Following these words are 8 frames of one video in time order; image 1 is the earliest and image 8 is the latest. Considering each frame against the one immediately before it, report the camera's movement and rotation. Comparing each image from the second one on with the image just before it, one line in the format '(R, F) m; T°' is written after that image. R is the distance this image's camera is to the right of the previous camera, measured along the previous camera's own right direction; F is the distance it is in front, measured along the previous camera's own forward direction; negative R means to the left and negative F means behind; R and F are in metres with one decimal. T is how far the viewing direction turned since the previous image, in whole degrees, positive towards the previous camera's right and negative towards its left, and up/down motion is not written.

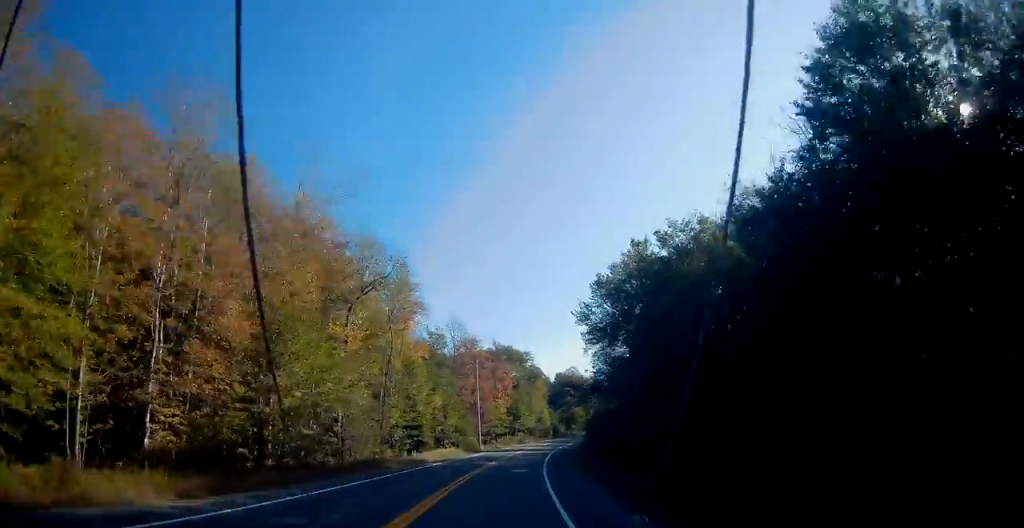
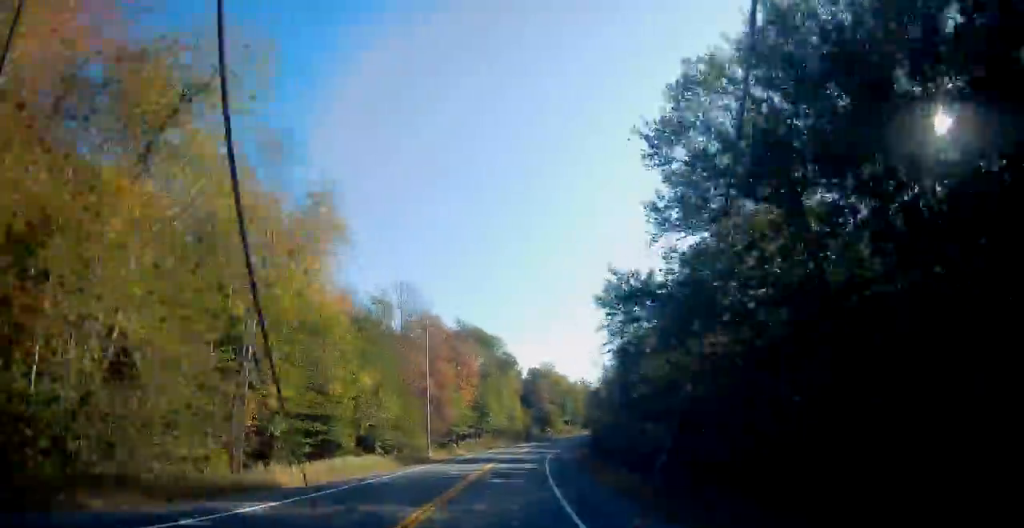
(+0.7, +25.6) m; +4°
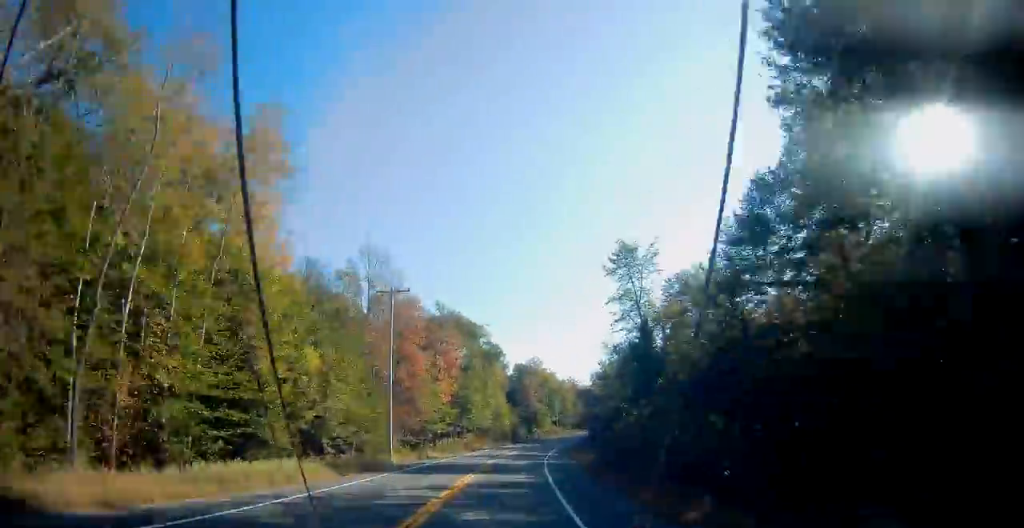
(+0.2, +11.1) m; +2°
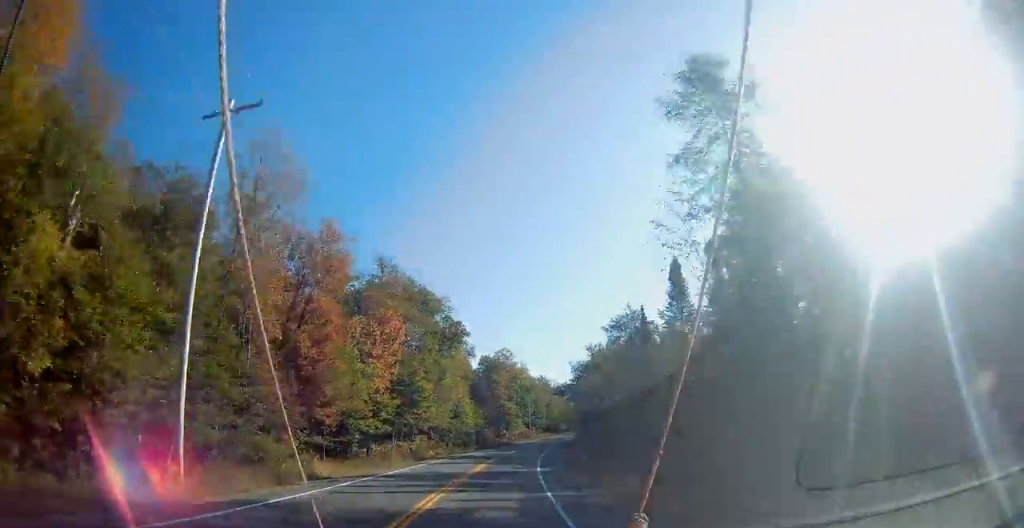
(+0.6, +23.0) m; +2°
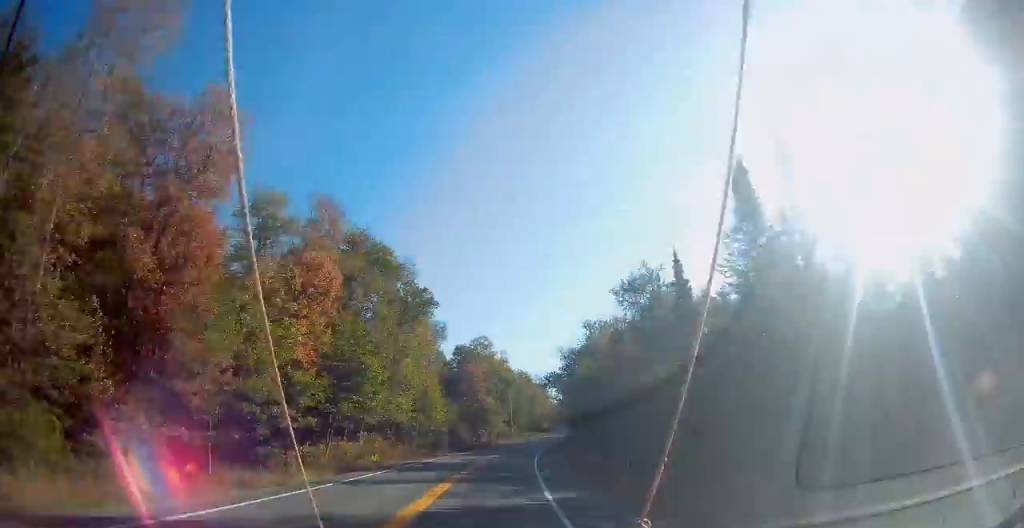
(+0.3, +17.0) m; +2°
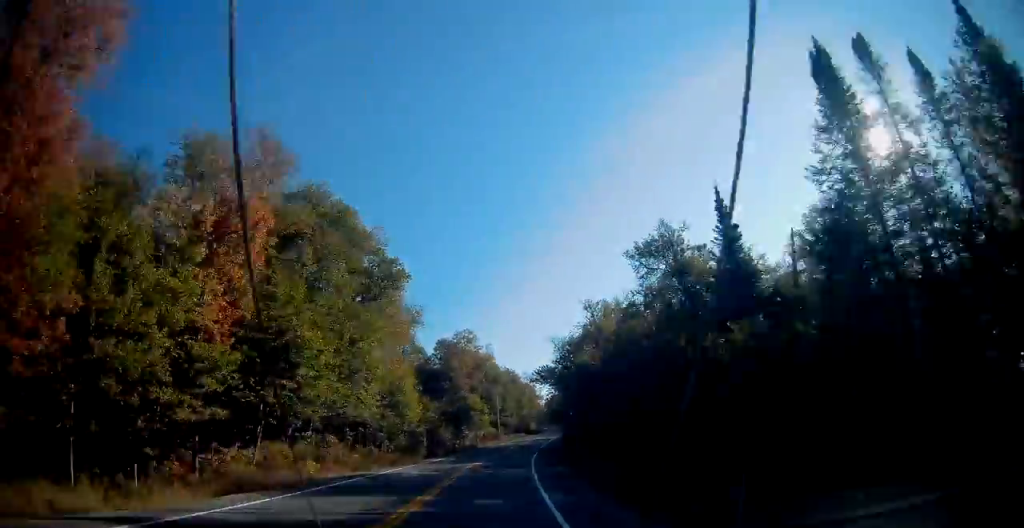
(0.0, +11.0) m; +1°
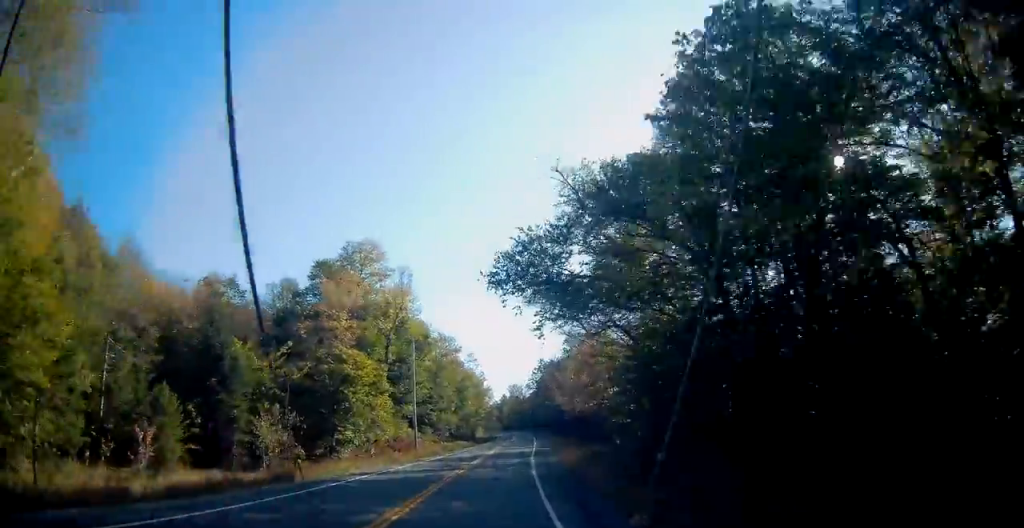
(+3.6, +56.9) m; +7°
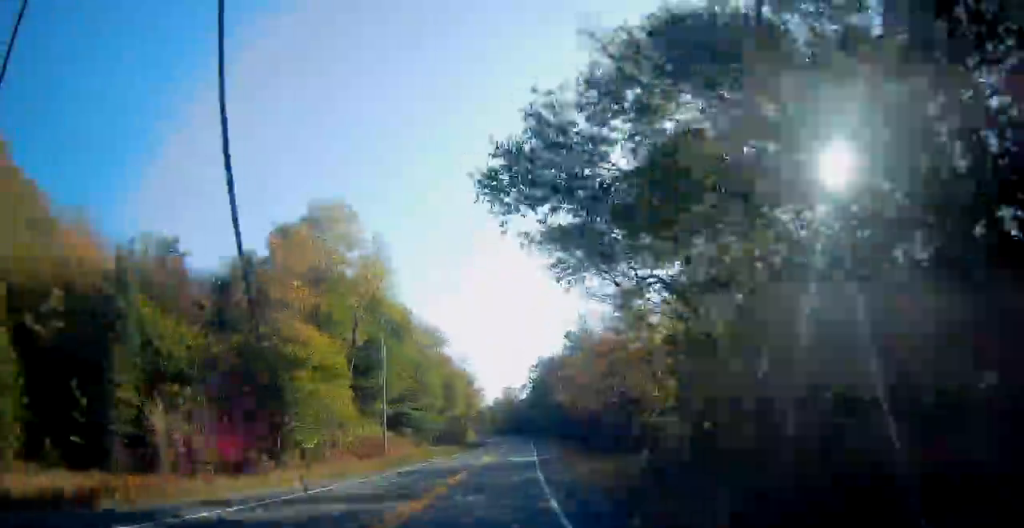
(+0.4, +11.7) m; +1°
